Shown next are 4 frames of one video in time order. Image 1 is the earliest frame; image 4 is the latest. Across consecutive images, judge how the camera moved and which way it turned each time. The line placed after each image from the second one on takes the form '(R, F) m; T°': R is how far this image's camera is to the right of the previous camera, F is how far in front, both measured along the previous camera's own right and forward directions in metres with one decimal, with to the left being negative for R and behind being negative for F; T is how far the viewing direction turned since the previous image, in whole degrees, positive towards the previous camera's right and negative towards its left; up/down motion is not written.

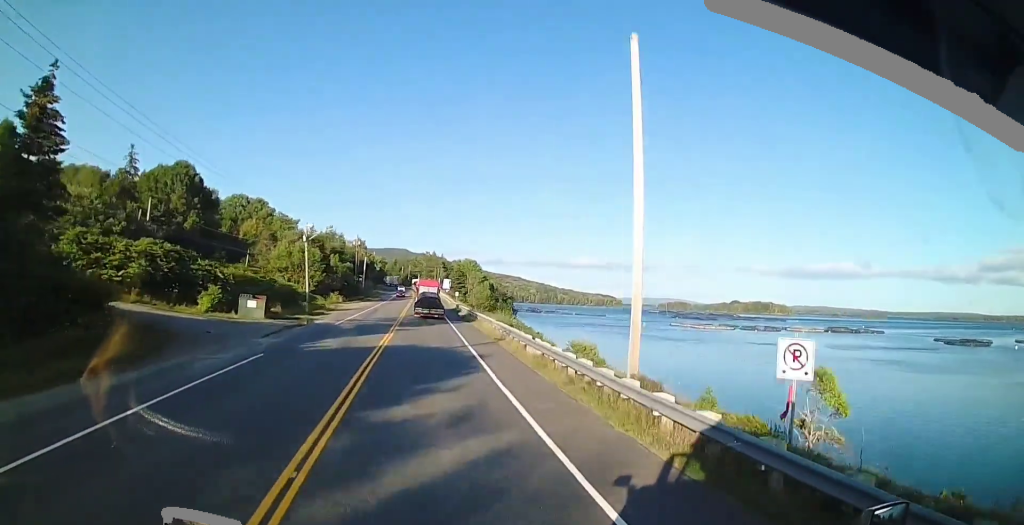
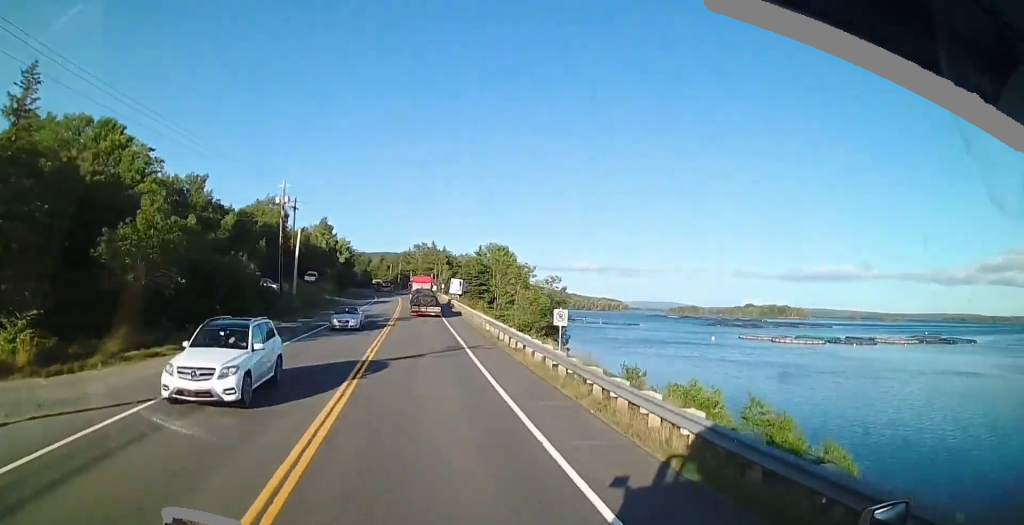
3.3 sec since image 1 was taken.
(-1.9, +63.7) m; -3°
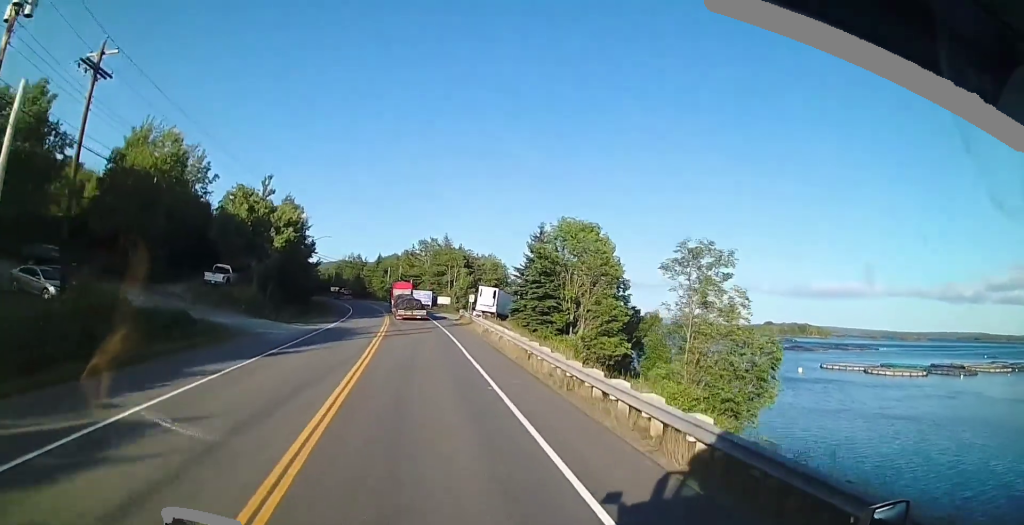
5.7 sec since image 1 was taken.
(0.0, +45.2) m; 0°
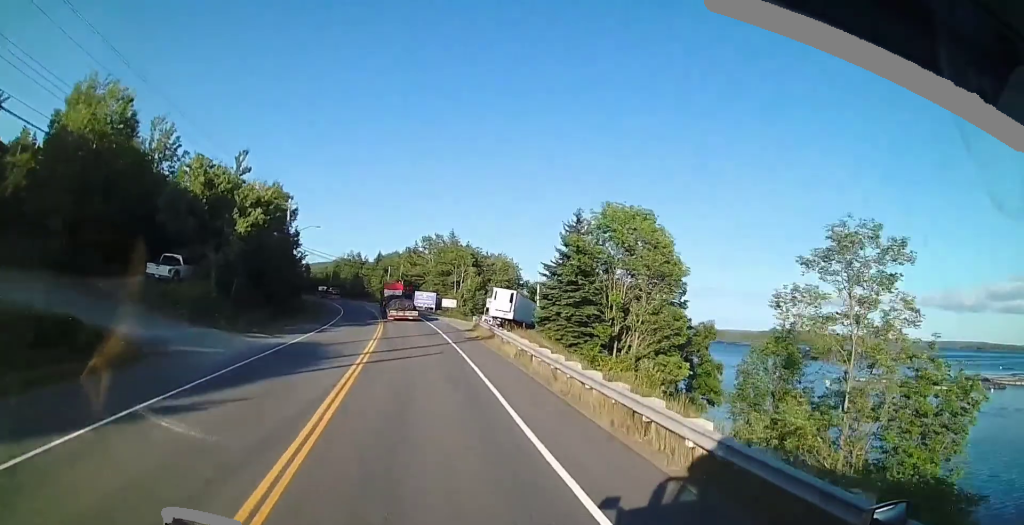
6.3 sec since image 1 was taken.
(0.0, +11.2) m; 0°
